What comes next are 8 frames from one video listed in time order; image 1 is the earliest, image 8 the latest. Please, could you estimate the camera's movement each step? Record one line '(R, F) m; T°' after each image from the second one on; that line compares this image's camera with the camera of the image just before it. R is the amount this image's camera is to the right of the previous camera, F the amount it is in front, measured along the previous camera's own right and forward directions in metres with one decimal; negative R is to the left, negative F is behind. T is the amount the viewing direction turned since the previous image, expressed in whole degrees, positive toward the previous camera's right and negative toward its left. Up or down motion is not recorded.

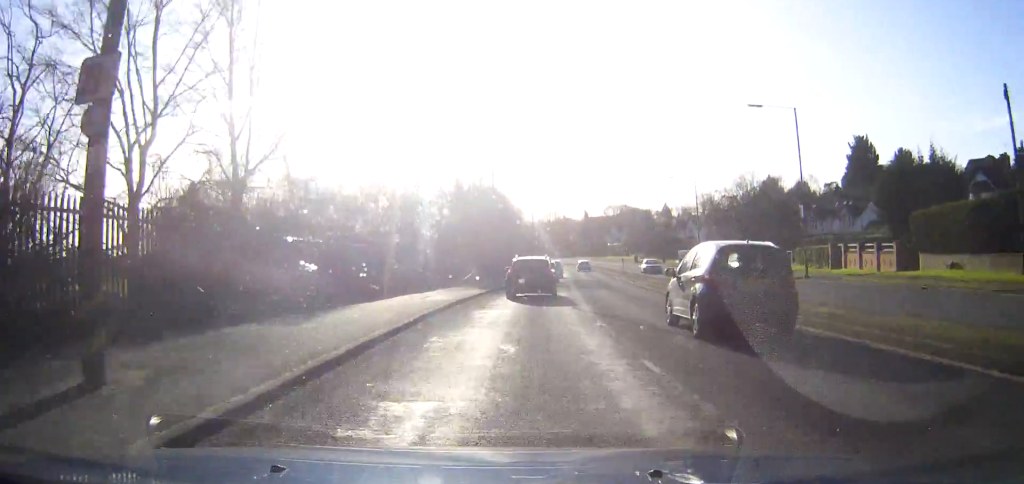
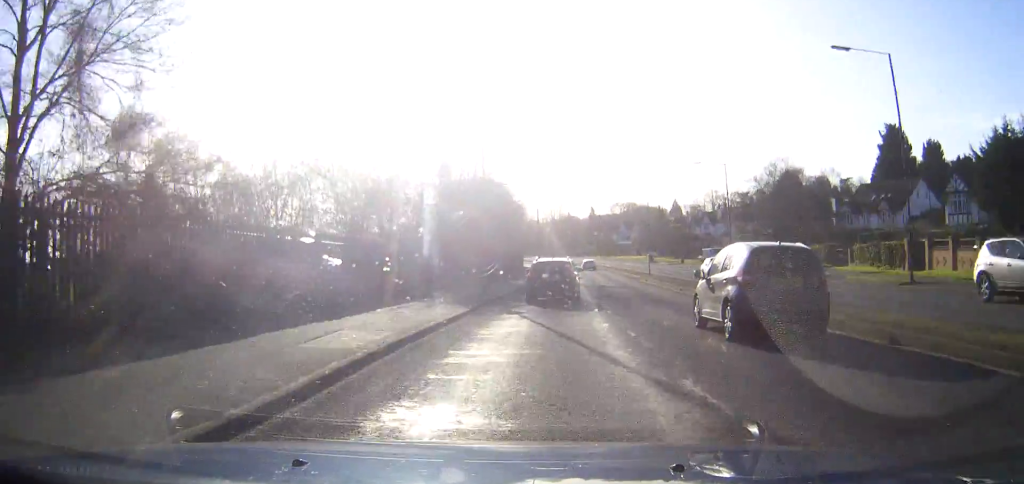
(-0.1, +13.2) m; +2°
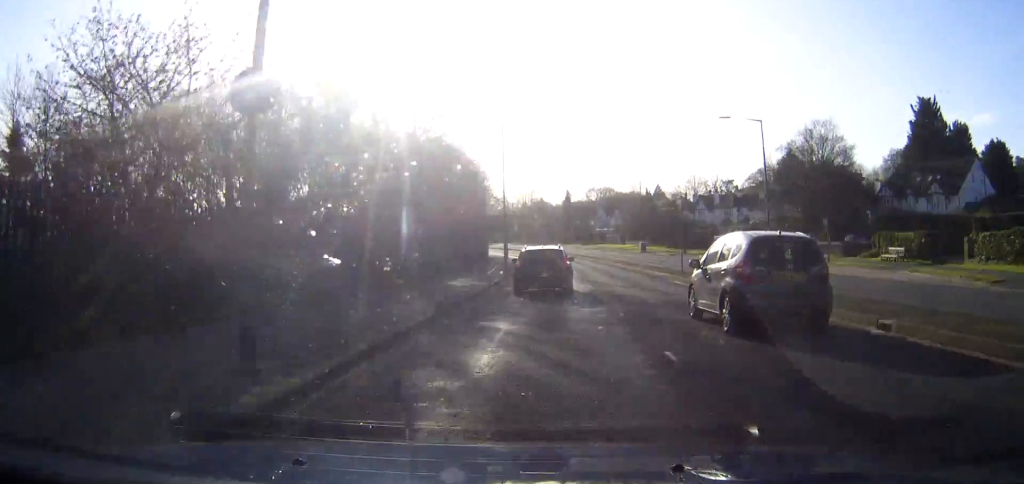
(+0.9, +21.7) m; +3°
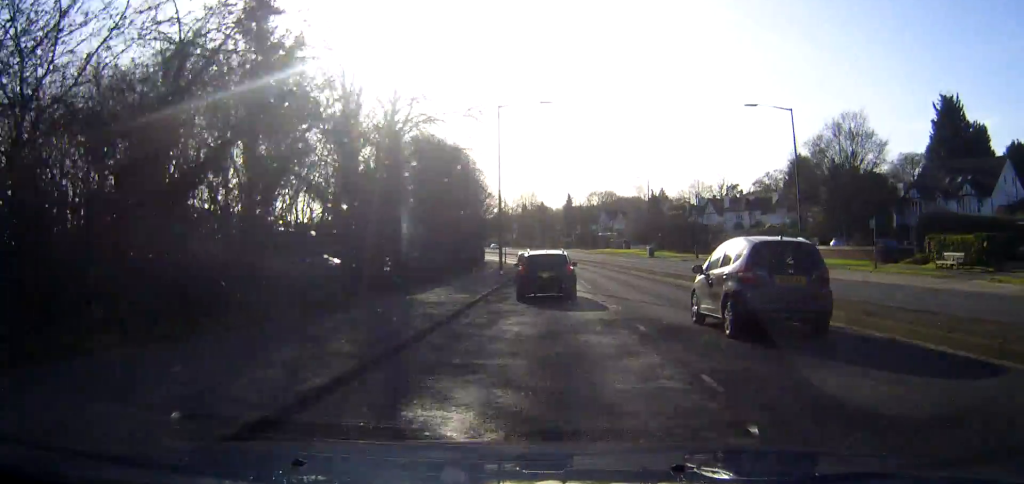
(0.0, +7.3) m; 0°
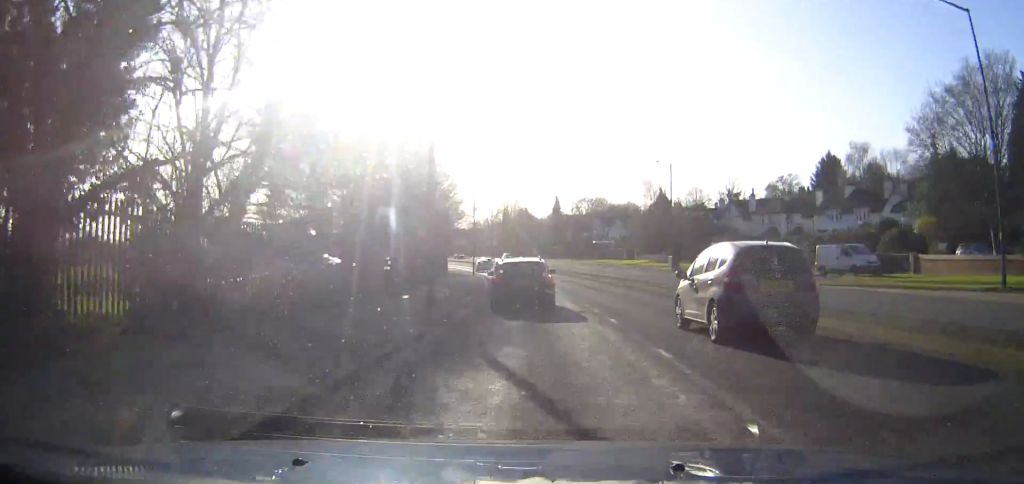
(+0.2, +25.8) m; +1°
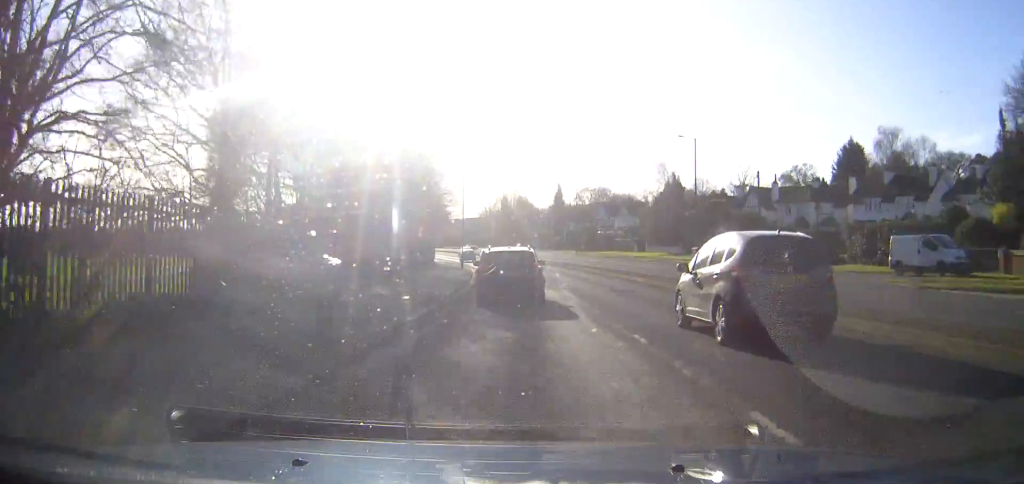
(0.0, +9.8) m; 0°
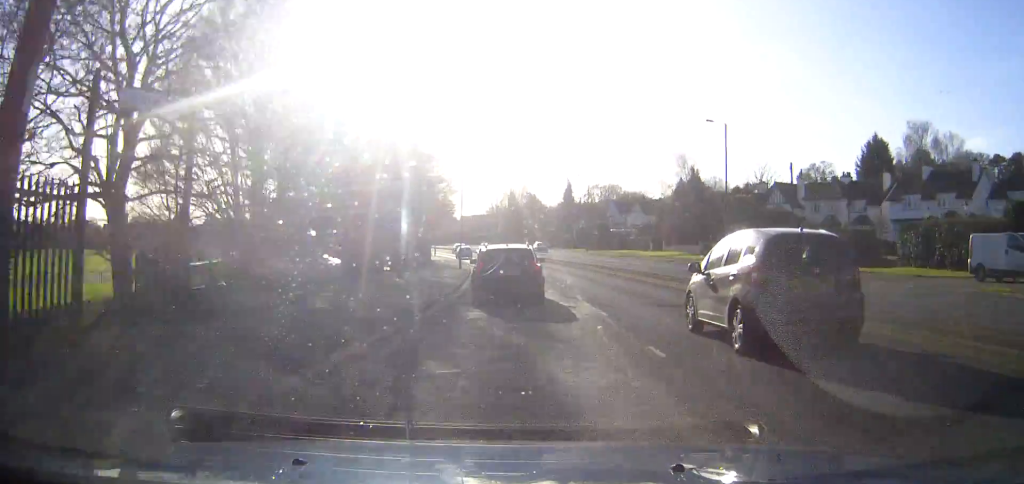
(0.0, +7.0) m; 0°
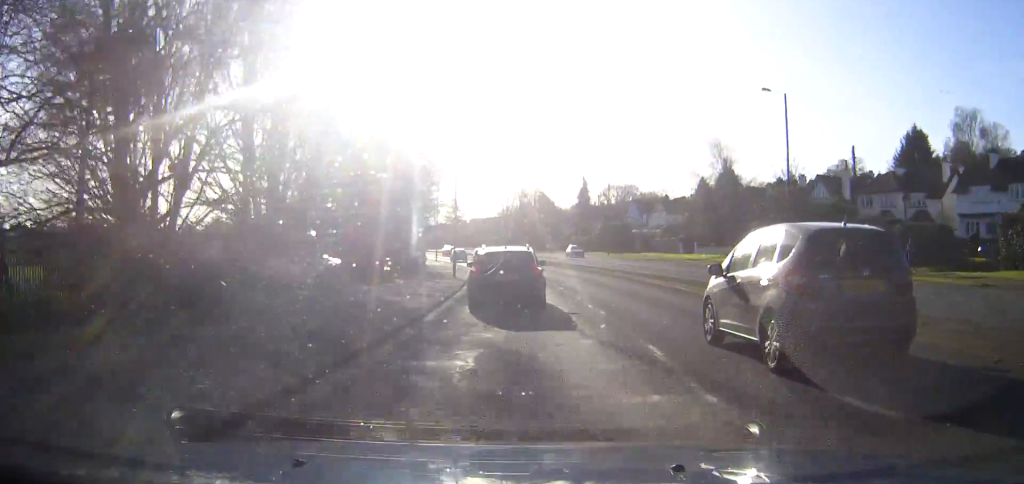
(0.0, +10.9) m; 0°
